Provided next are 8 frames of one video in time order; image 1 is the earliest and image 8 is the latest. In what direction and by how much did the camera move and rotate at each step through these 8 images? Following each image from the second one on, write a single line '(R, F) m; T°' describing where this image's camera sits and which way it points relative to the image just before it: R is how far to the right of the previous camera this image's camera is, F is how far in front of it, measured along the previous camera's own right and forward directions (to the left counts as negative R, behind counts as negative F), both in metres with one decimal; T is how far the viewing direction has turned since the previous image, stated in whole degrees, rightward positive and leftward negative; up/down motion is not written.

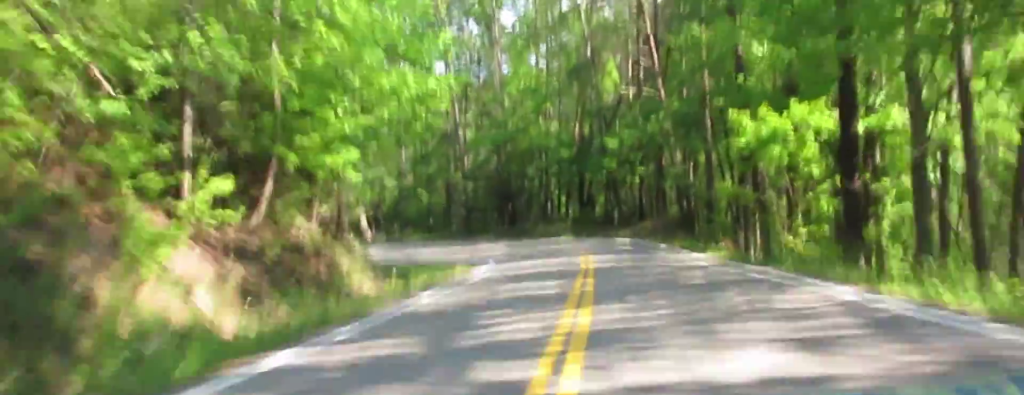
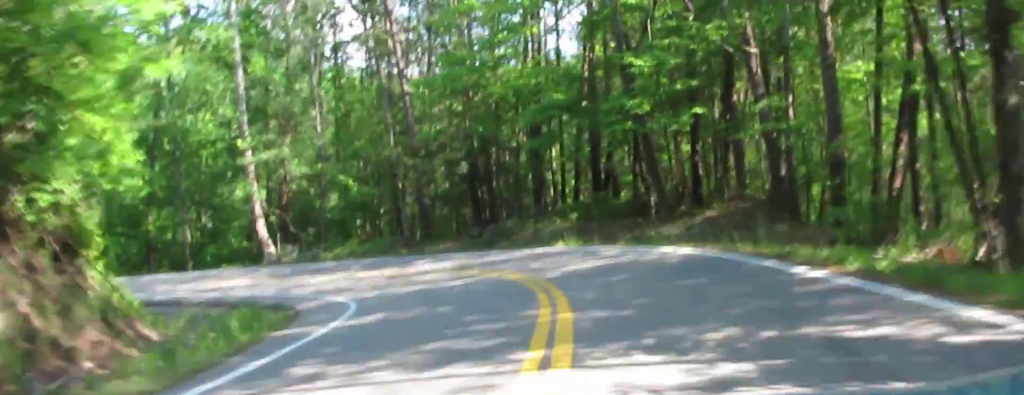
(-2.6, +28.3) m; -16°
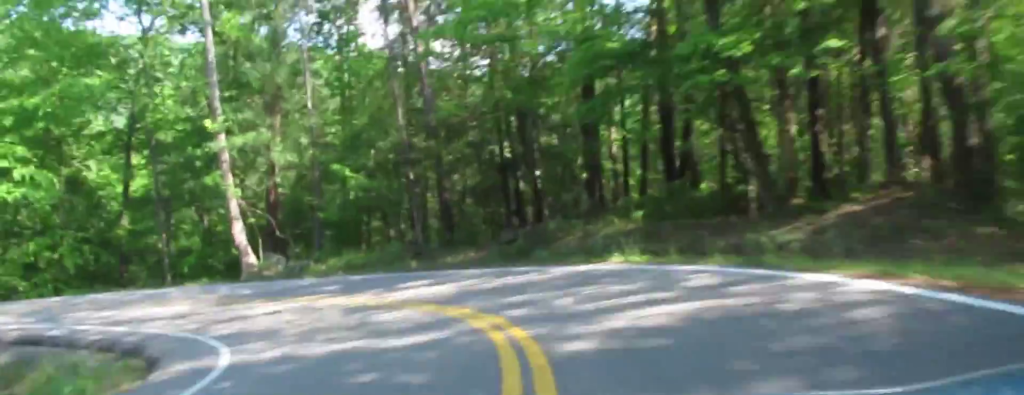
(-1.5, +10.5) m; -10°
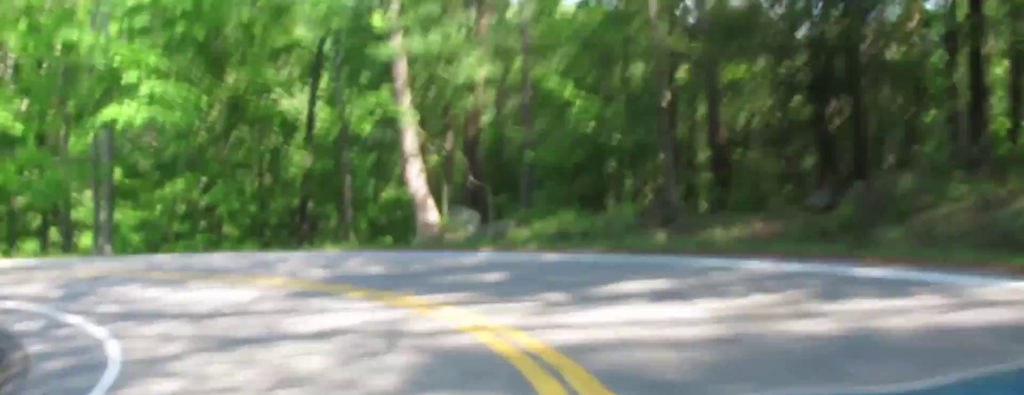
(-1.6, +13.6) m; -17°
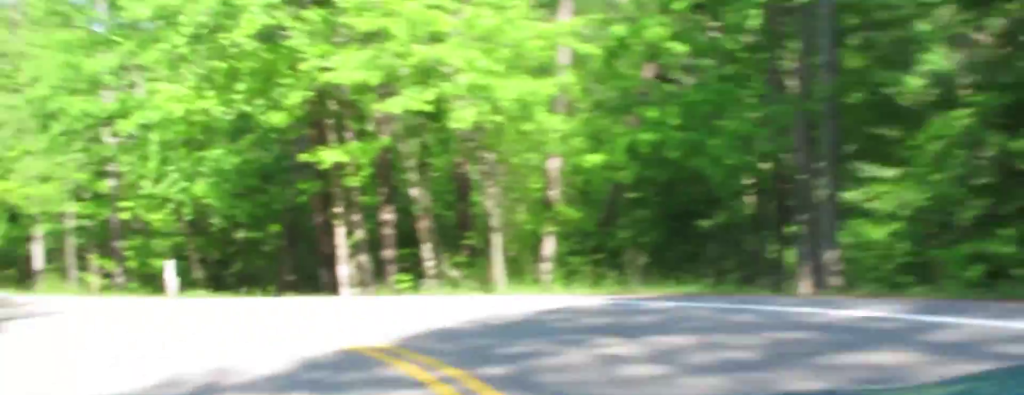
(-6.4, +20.1) m; -43°
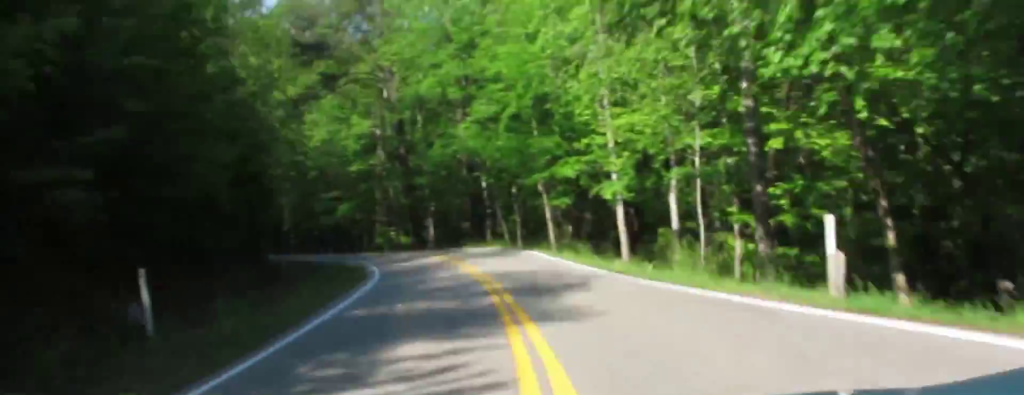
(-8.1, +19.5) m; -25°
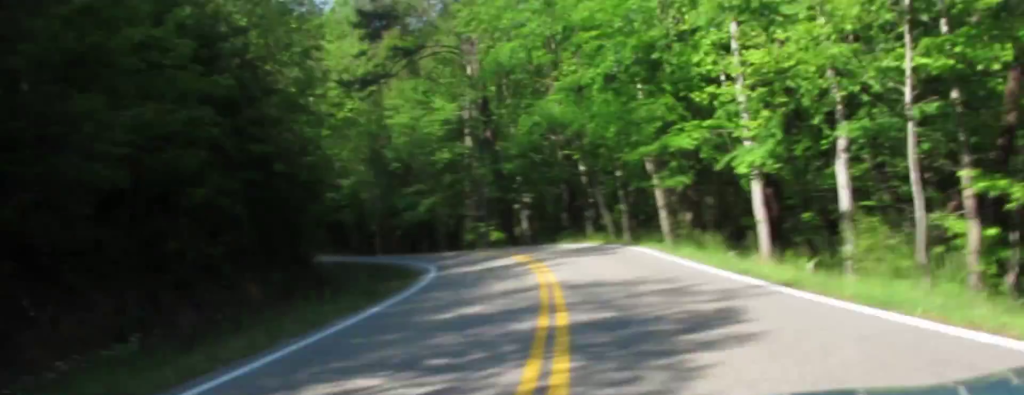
(-0.2, +13.7) m; -1°
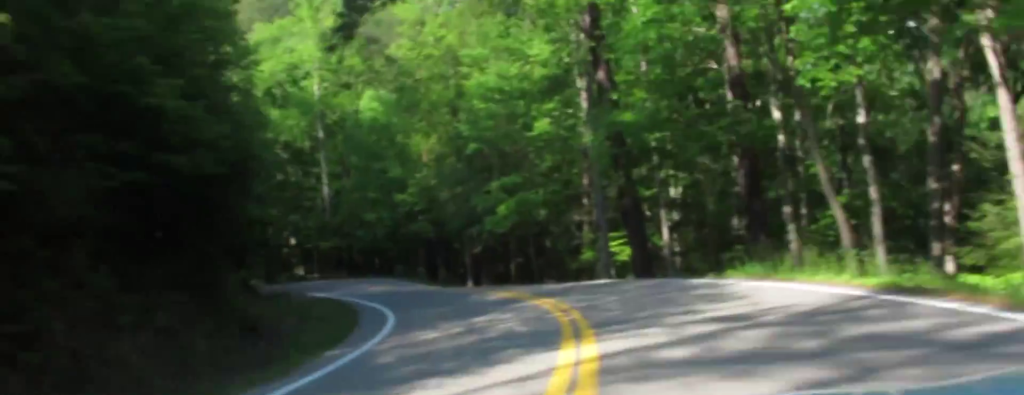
(+1.2, +30.4) m; -1°
